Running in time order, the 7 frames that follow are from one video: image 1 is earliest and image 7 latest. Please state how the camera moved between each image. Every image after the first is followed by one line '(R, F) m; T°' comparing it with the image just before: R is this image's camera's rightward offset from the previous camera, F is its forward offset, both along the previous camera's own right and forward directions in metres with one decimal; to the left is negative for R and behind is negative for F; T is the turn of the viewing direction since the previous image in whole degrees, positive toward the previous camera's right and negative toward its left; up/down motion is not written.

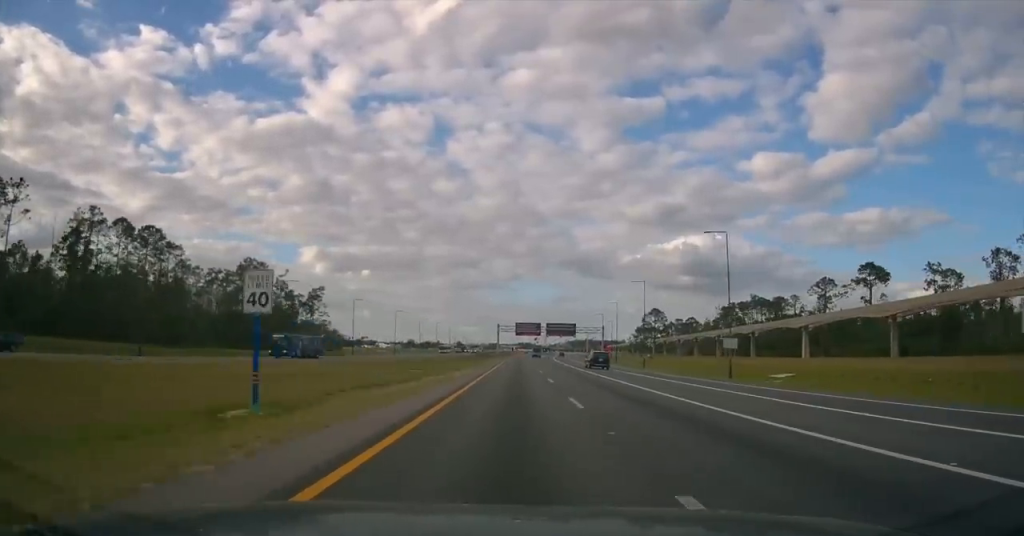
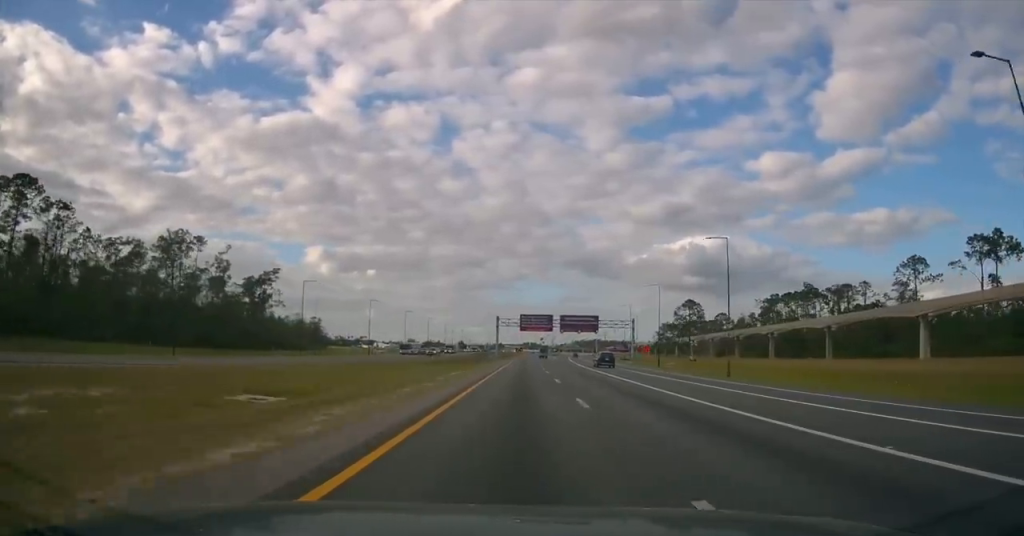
(0.0, +36.6) m; -1°
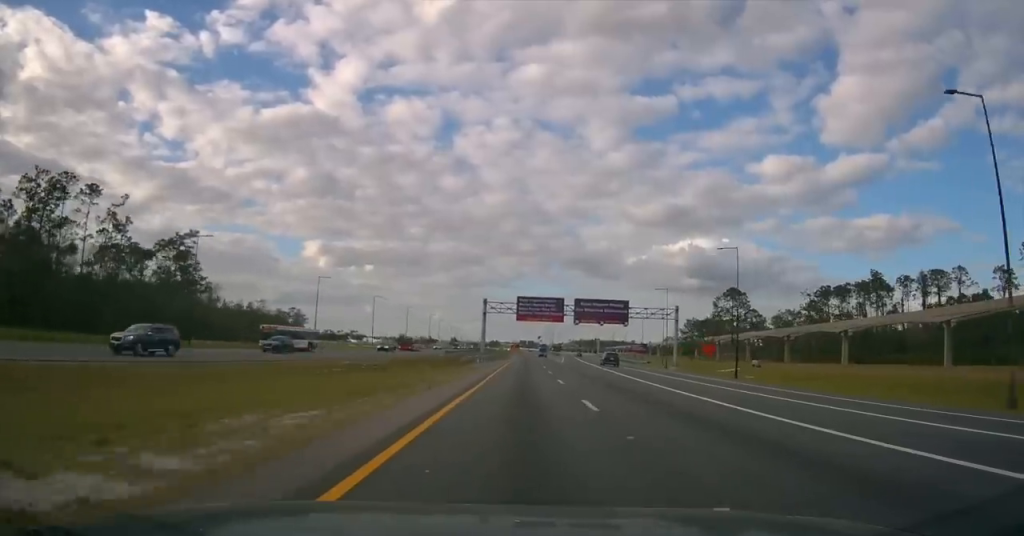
(-0.3, +36.8) m; +1°
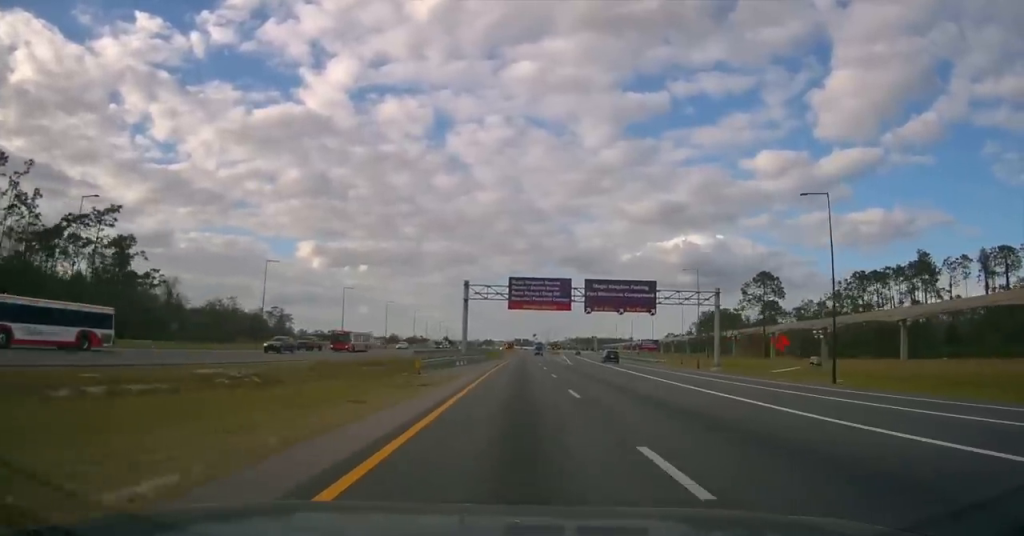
(+0.4, +21.0) m; +1°
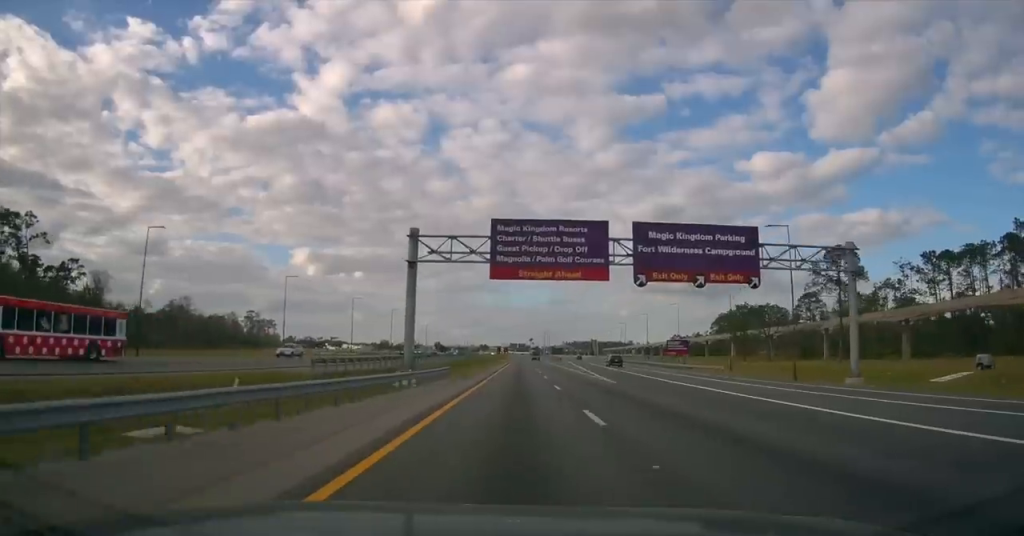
(-0.2, +30.0) m; -1°
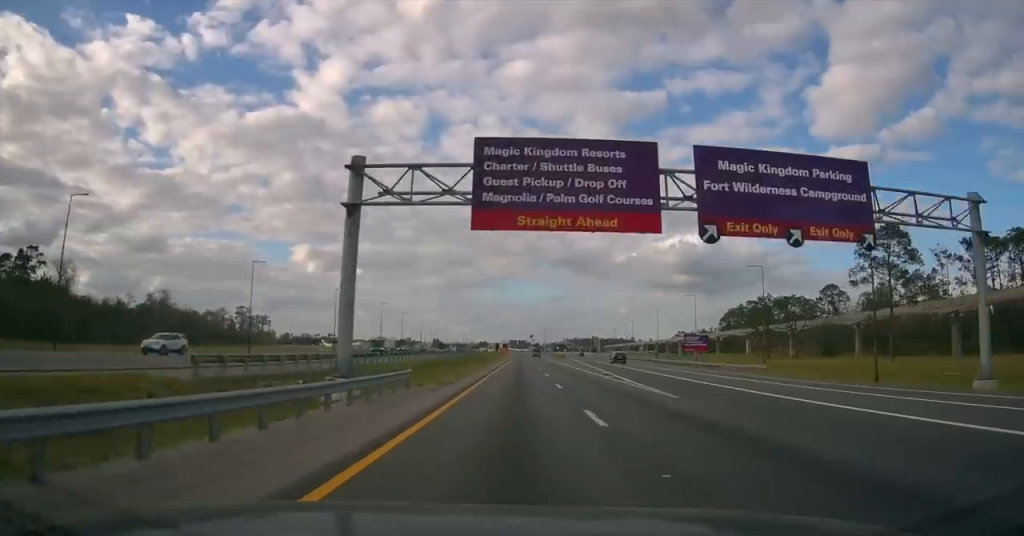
(+0.1, +12.9) m; 0°
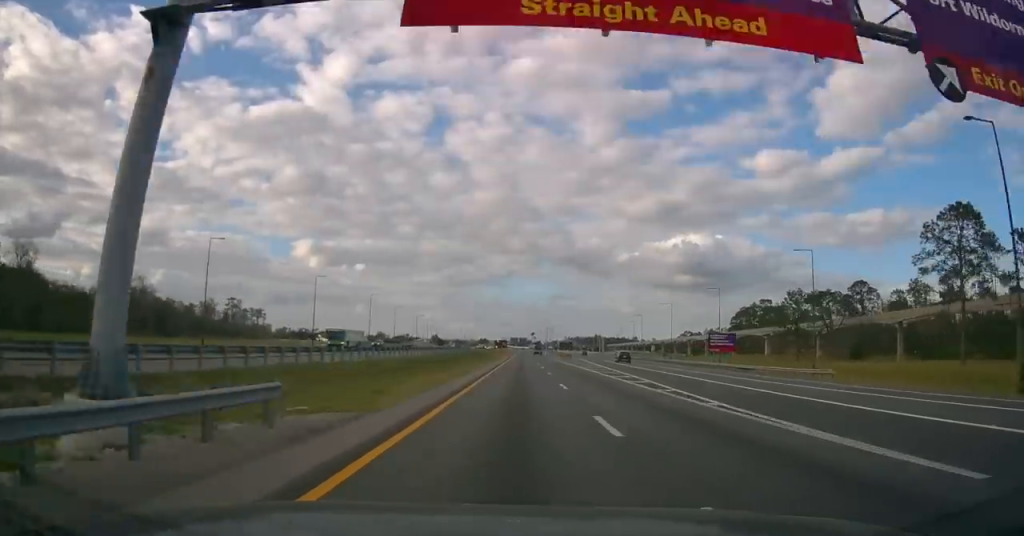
(0.0, +13.6) m; 0°
